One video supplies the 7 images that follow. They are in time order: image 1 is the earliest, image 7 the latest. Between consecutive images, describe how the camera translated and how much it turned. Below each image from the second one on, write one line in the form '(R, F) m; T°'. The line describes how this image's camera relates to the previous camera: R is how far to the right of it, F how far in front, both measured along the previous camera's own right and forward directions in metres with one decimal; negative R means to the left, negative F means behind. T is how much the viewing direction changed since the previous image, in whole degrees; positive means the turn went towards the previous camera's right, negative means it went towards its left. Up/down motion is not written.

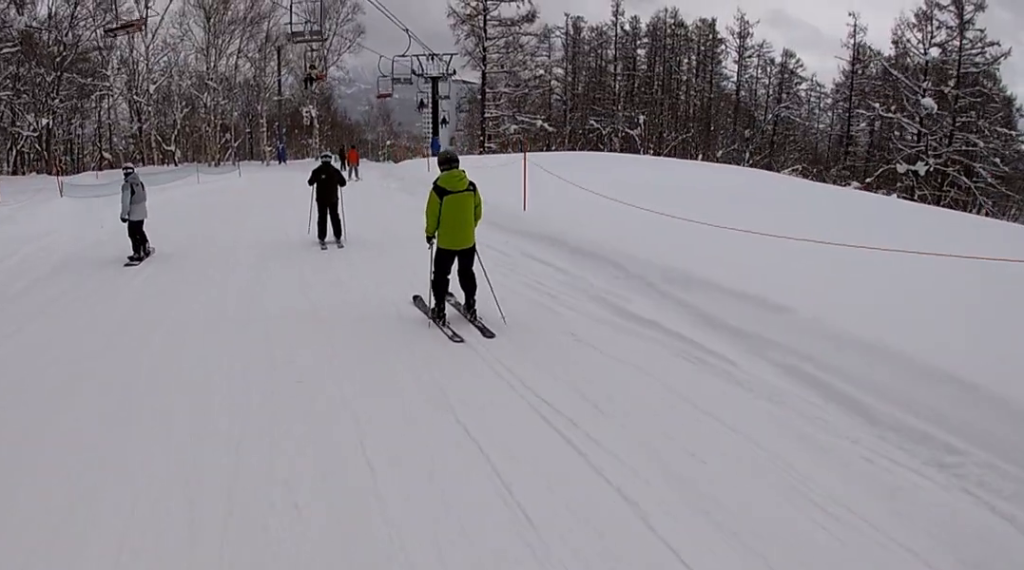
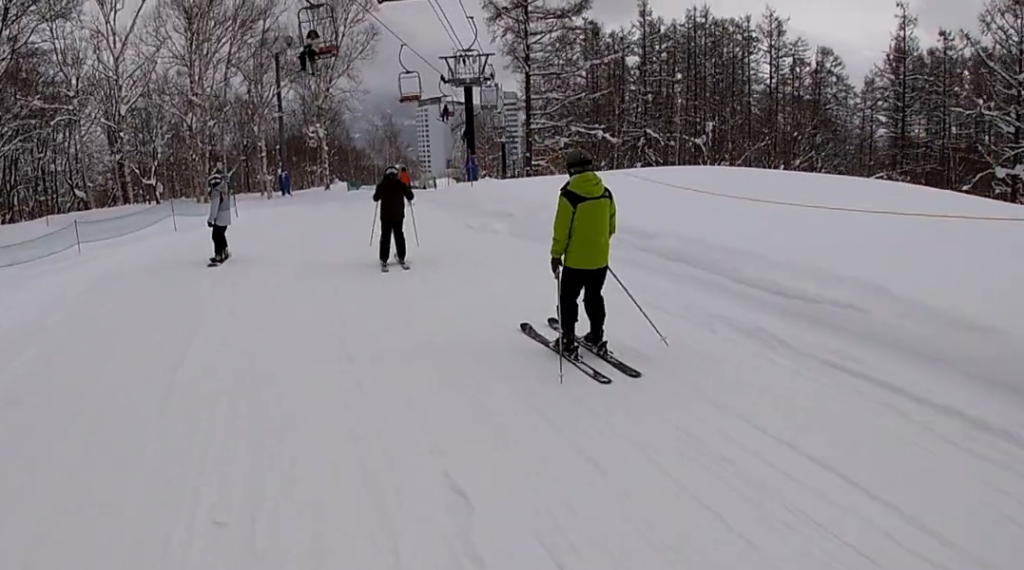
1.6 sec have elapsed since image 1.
(0.0, +10.5) m; +6°
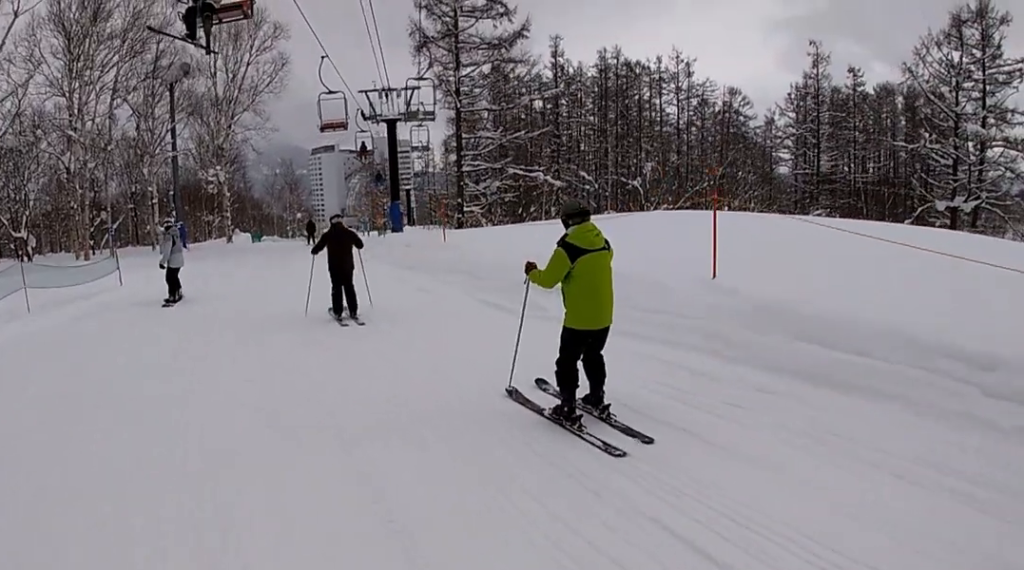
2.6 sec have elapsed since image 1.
(+0.6, +5.9) m; +10°
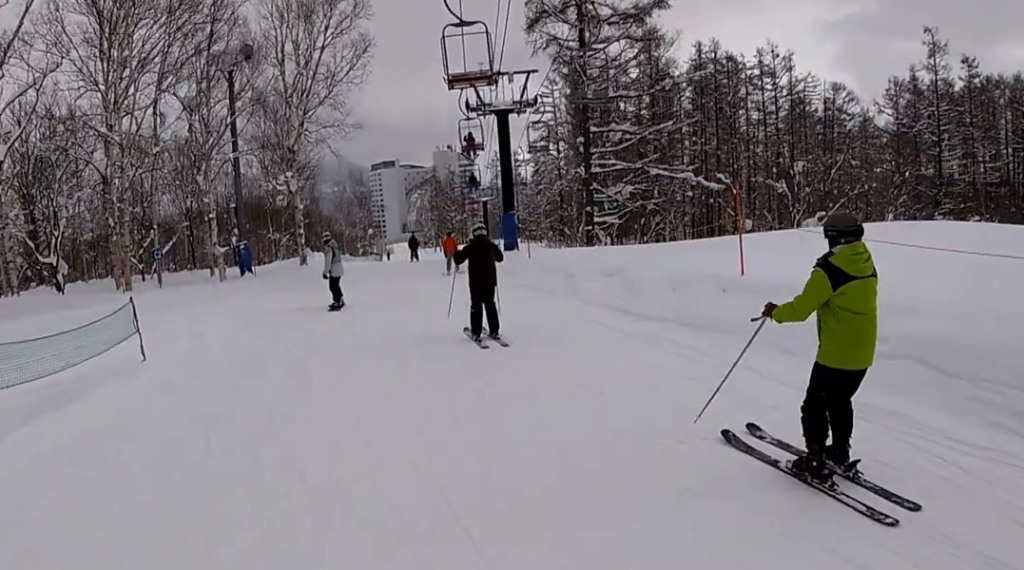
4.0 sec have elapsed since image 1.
(-0.2, +8.0) m; -12°
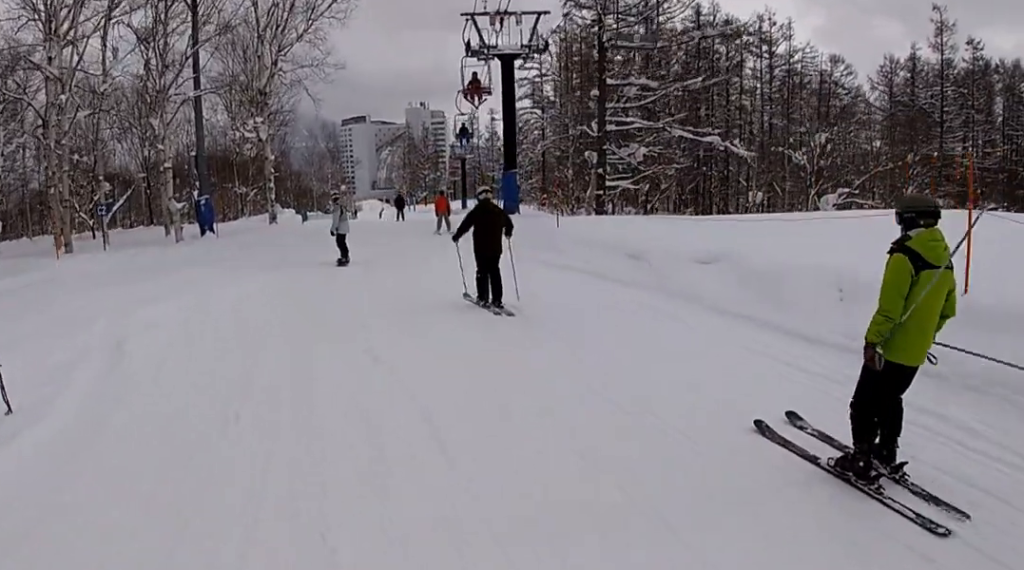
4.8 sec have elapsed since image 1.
(-0.2, +4.1) m; +6°
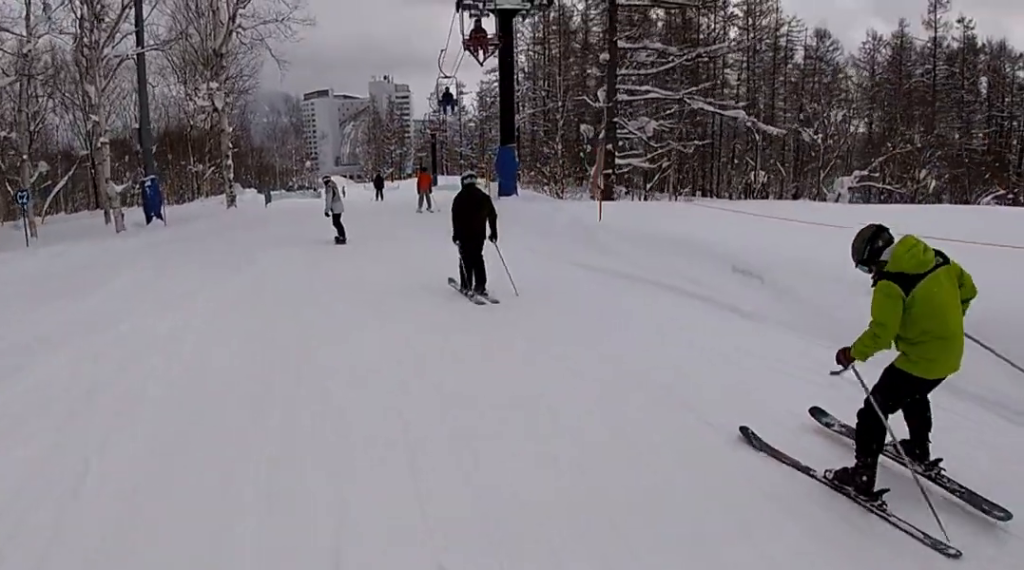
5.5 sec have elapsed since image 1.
(+0.2, +3.8) m; +9°
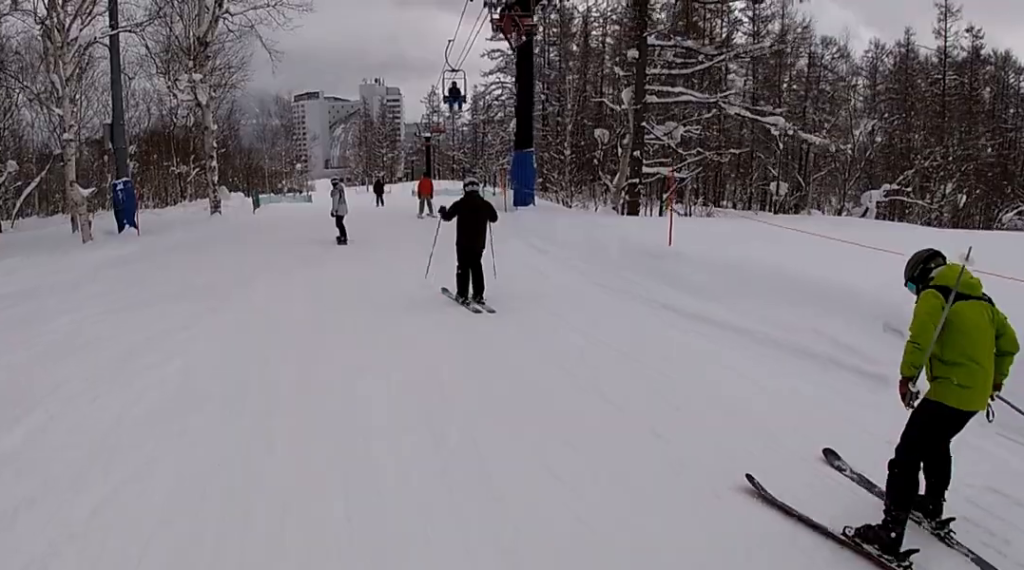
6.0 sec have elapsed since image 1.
(+0.8, +2.8) m; +1°
